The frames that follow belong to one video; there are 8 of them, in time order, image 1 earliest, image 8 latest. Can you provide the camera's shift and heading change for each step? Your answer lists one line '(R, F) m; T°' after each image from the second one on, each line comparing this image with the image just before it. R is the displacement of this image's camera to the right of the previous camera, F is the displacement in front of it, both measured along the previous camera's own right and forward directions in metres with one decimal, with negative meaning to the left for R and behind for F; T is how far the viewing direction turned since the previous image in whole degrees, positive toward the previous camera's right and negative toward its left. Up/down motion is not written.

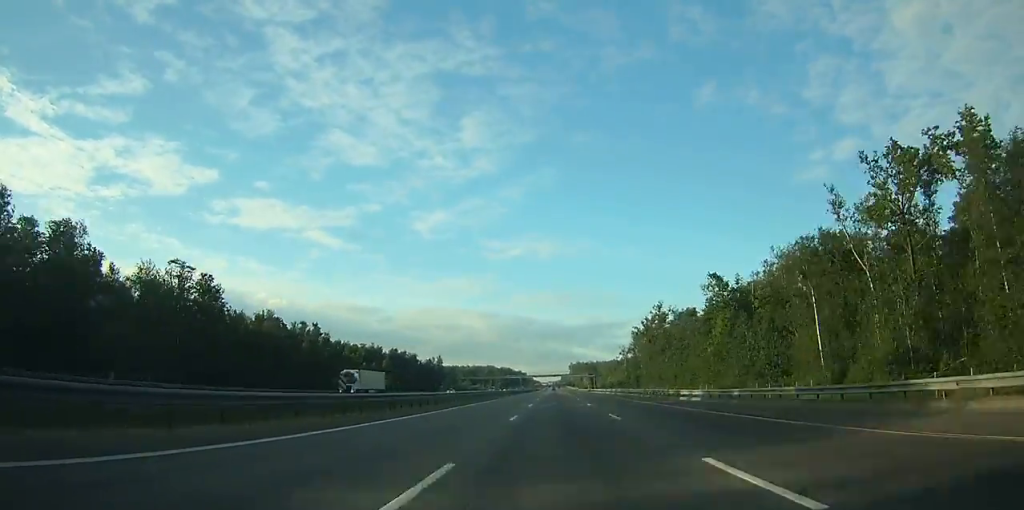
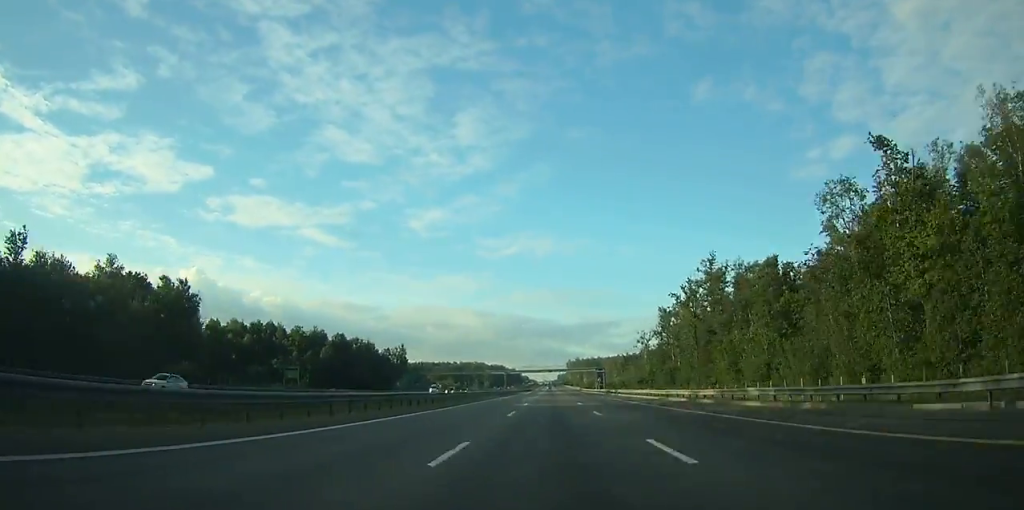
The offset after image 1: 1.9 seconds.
(0.0, +58.9) m; 0°
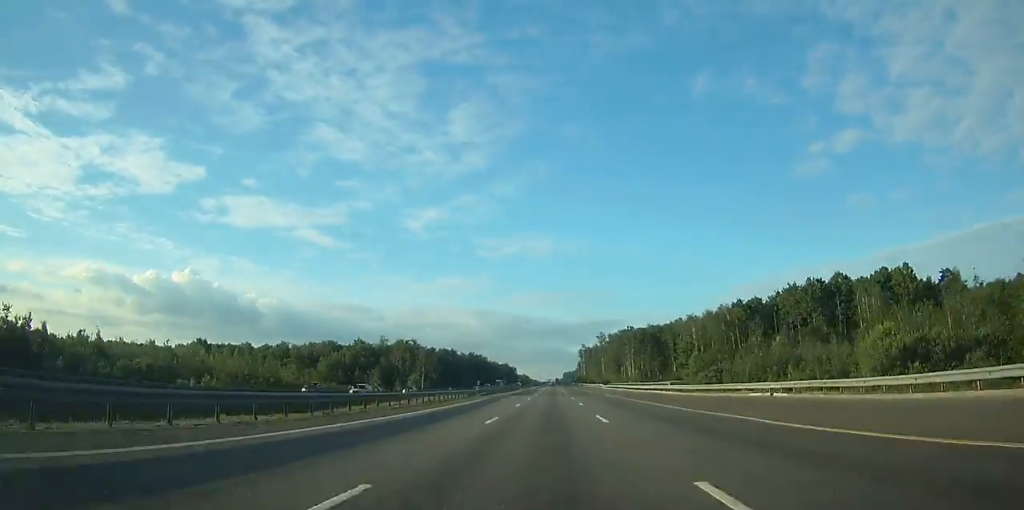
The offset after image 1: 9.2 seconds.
(+0.1, +222.5) m; 0°
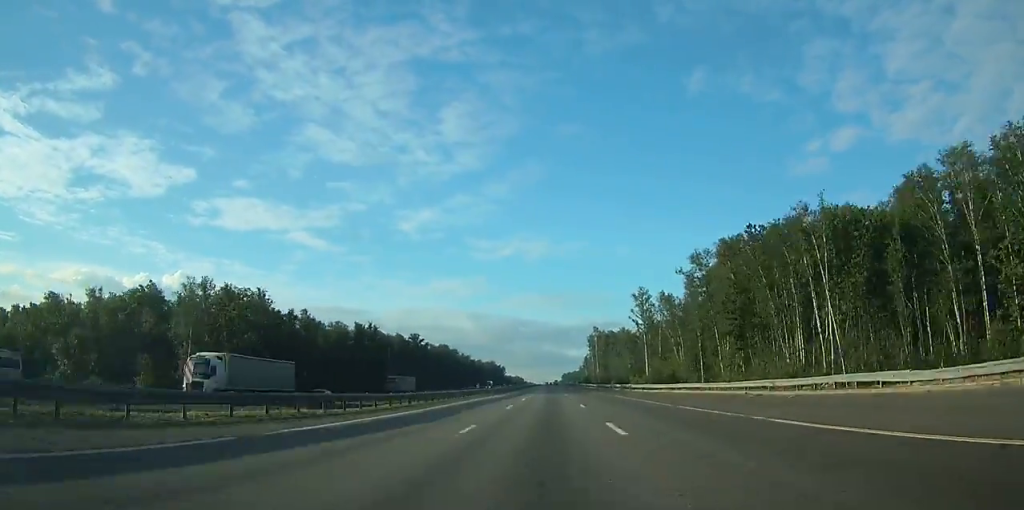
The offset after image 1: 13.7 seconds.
(+0.2, +134.4) m; 0°
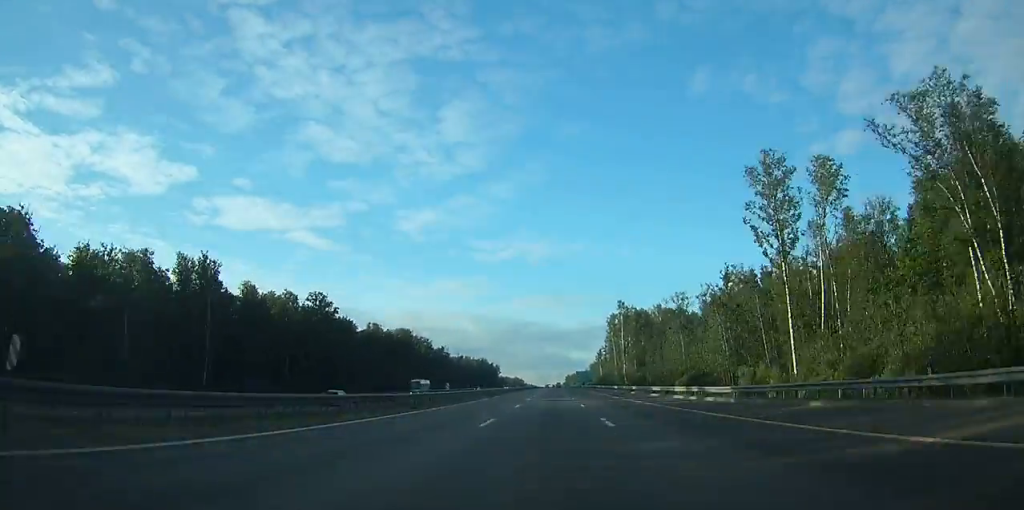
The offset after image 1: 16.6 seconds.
(+0.1, +95.2) m; 0°
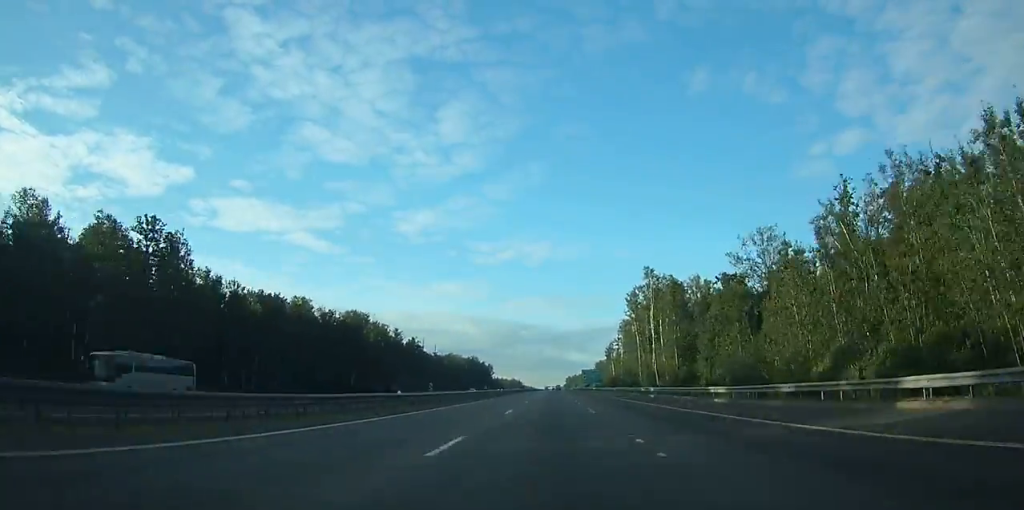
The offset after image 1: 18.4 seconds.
(-0.1, +59.1) m; 0°
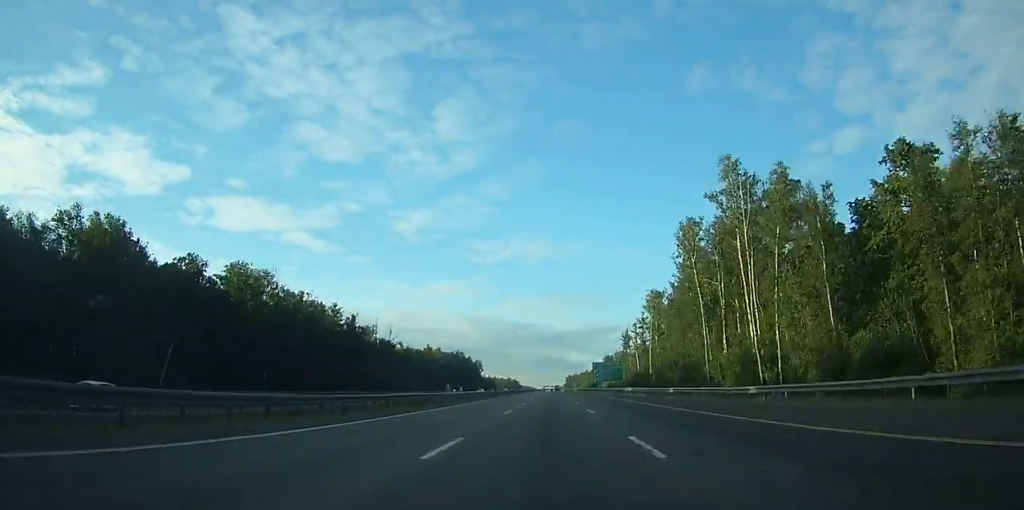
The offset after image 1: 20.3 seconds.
(-0.2, +66.4) m; 0°
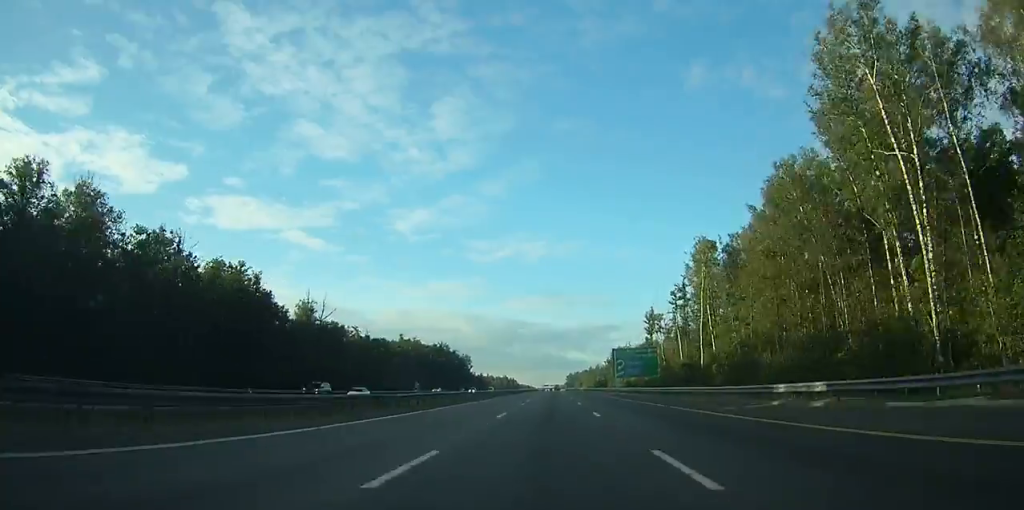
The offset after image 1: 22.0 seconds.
(+0.3, +56.5) m; 0°
